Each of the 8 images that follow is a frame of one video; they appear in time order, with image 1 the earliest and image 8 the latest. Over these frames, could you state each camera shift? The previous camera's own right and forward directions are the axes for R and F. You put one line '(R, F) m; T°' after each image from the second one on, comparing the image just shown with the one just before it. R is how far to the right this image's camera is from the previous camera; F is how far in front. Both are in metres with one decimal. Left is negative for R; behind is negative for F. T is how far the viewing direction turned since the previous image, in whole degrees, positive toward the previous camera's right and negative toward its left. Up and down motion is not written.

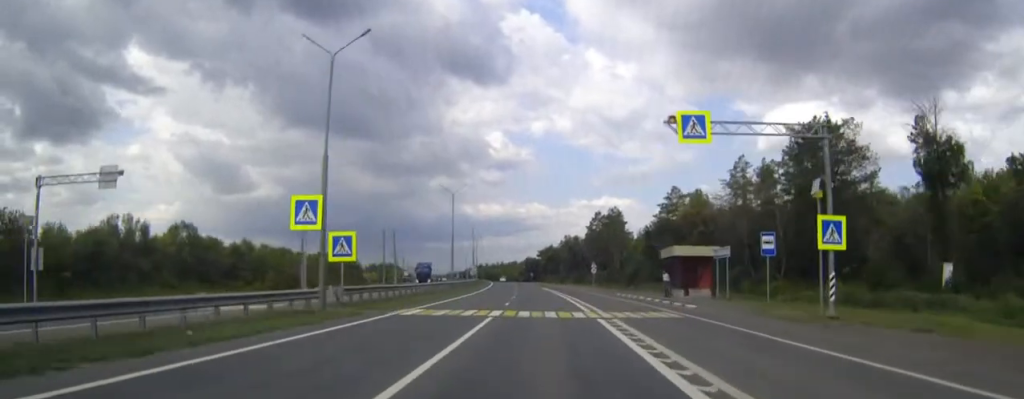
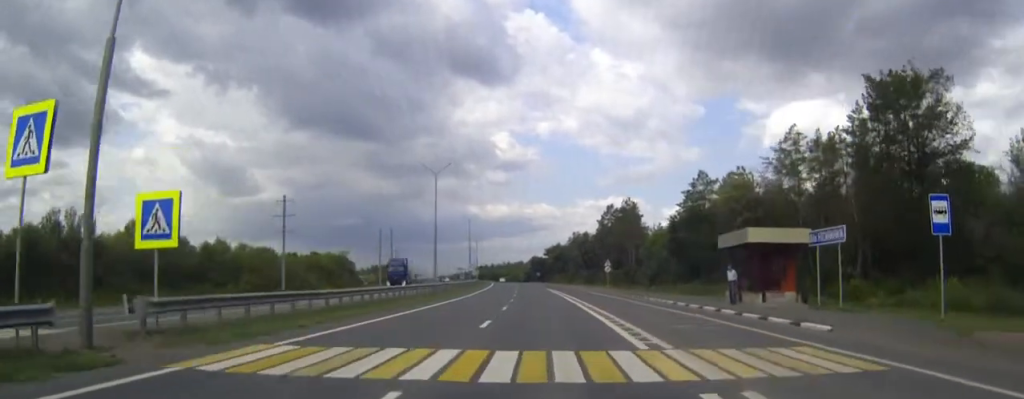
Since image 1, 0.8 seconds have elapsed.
(0.0, +16.0) m; -1°
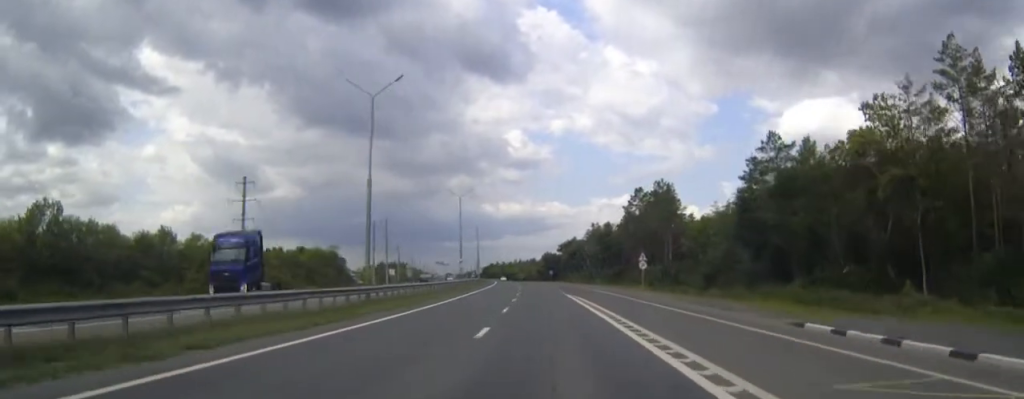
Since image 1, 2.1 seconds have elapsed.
(-0.2, +27.0) m; -1°
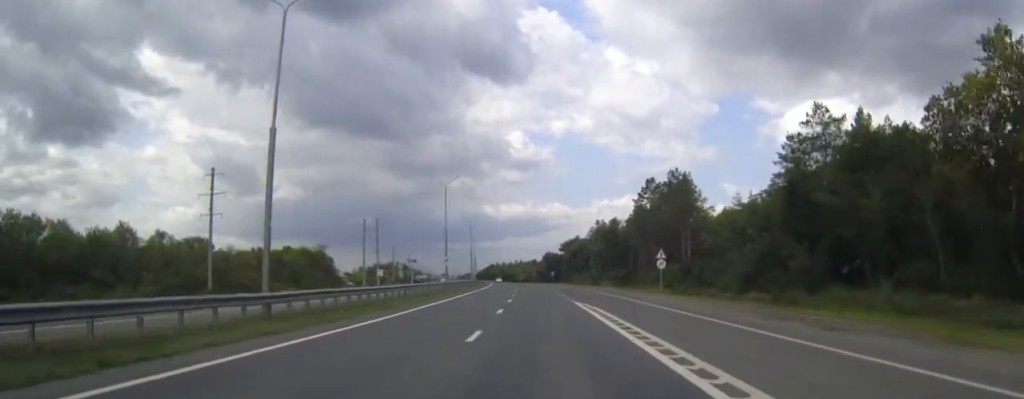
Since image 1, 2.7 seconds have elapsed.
(0.0, +13.2) m; 0°
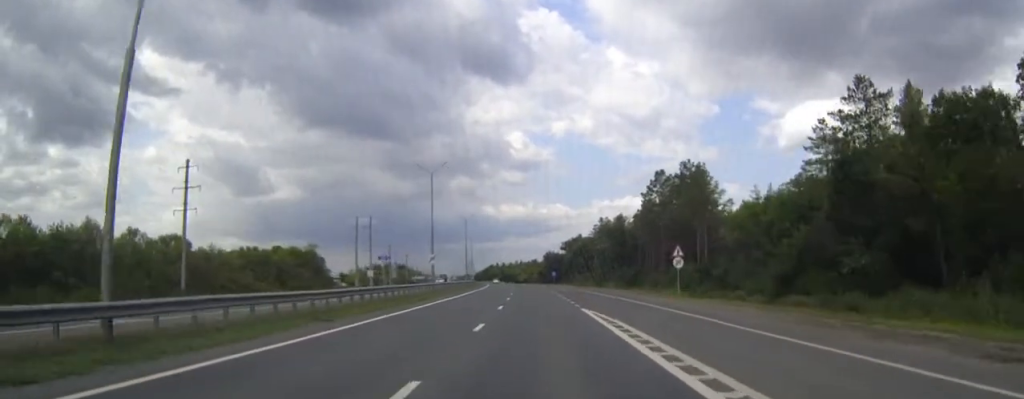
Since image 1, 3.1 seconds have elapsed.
(0.0, +9.1) m; 0°
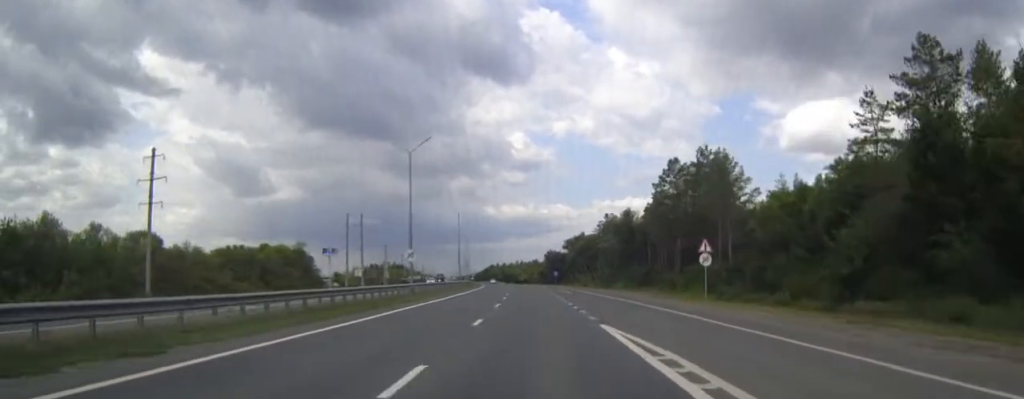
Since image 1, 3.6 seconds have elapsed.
(0.0, +10.5) m; 0°
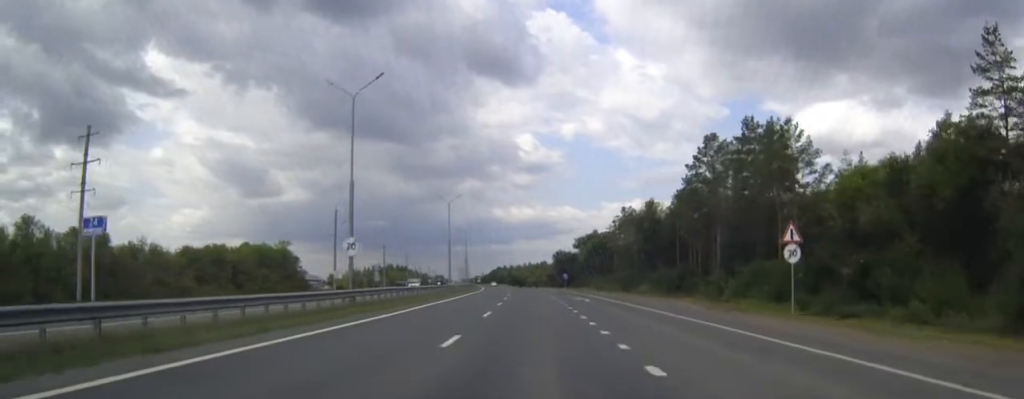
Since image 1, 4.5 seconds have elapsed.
(-0.1, +17.8) m; -1°
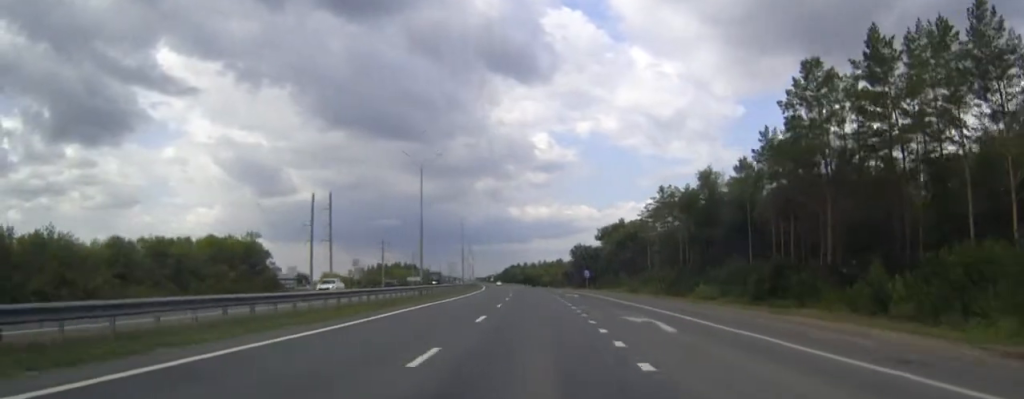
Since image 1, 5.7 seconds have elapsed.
(-0.3, +27.4) m; -1°
